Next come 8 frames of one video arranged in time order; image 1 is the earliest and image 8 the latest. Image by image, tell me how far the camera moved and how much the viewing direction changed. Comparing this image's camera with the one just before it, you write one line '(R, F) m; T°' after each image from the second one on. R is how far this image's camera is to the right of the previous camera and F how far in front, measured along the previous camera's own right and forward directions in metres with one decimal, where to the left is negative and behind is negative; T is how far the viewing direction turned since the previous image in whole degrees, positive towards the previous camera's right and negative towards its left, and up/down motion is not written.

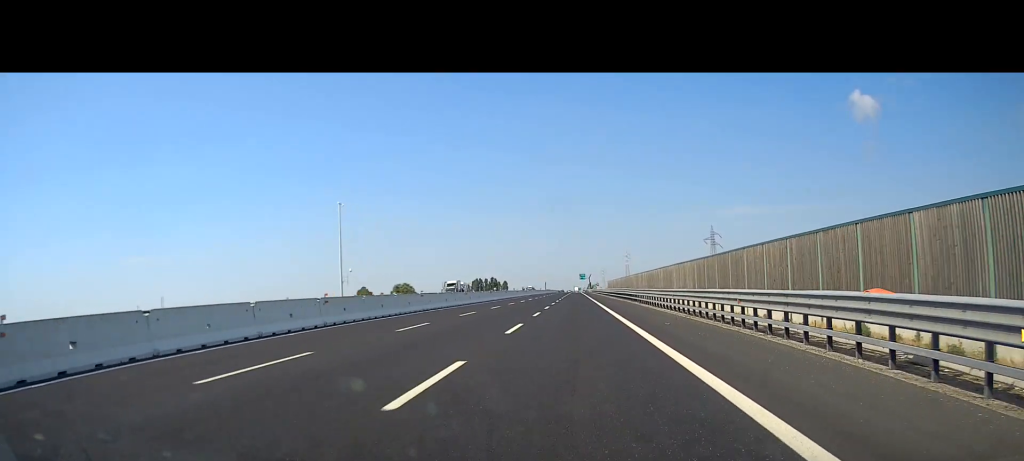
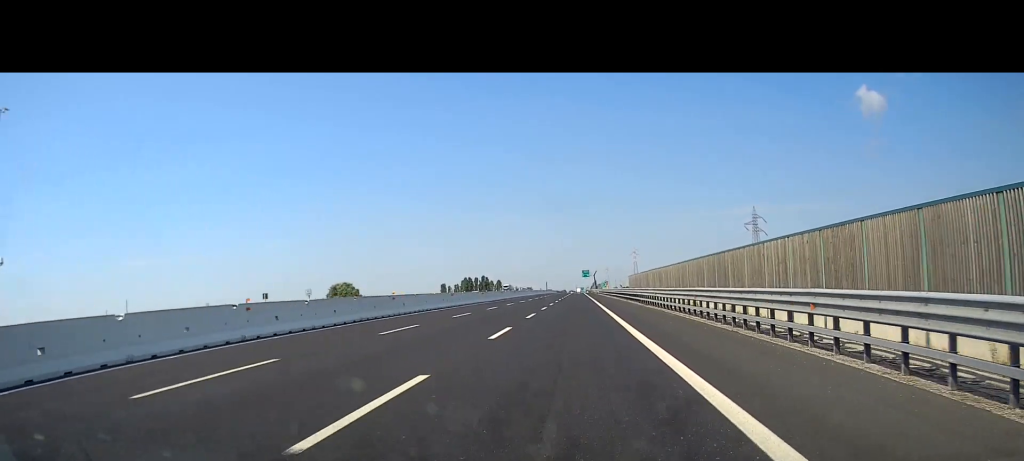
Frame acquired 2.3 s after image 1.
(-0.1, +60.9) m; 0°
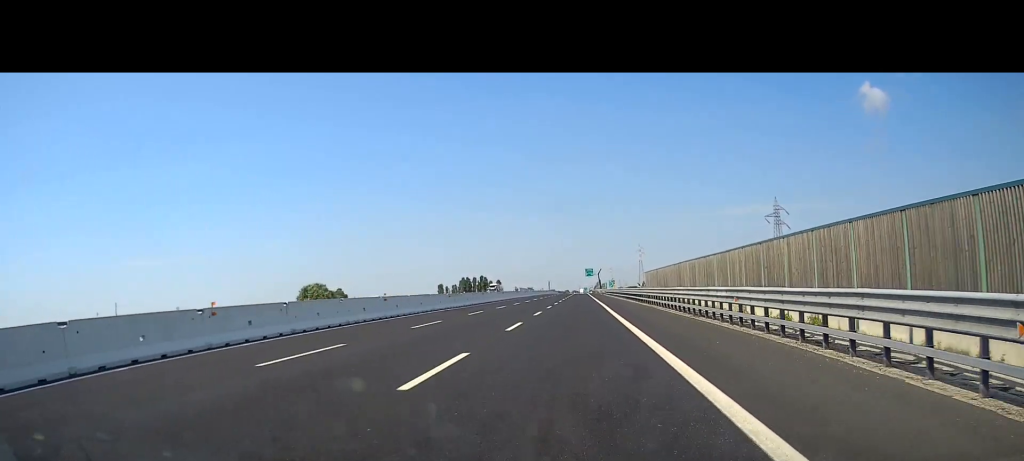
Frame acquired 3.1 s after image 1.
(+0.1, +20.1) m; 0°
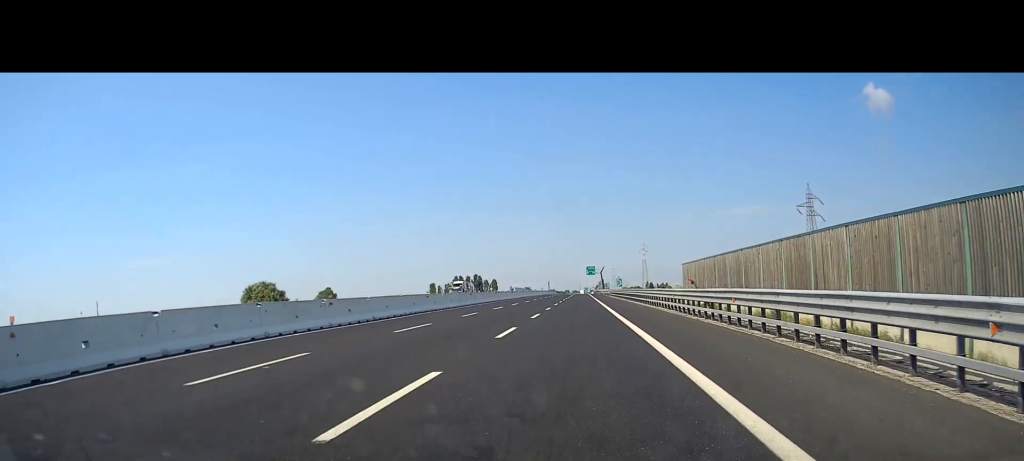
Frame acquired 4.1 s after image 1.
(0.0, +26.1) m; 0°
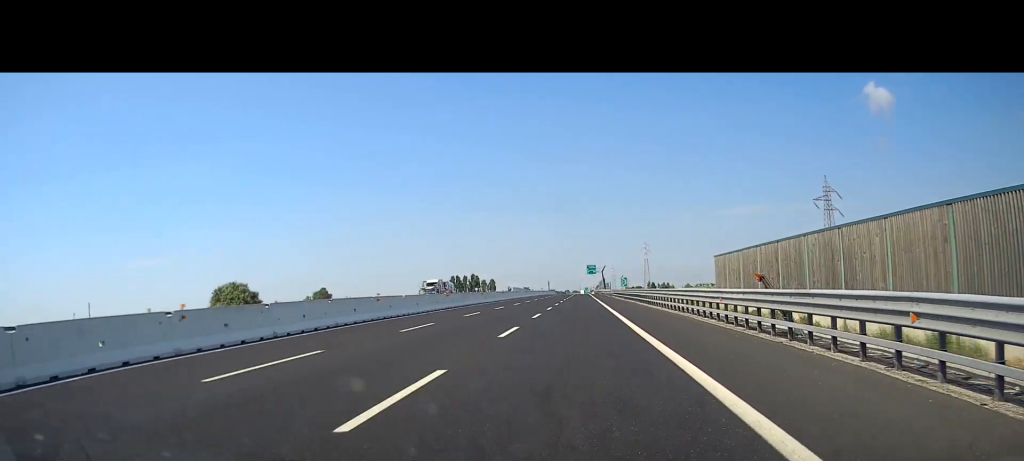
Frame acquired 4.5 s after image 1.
(0.0, +11.3) m; 0°
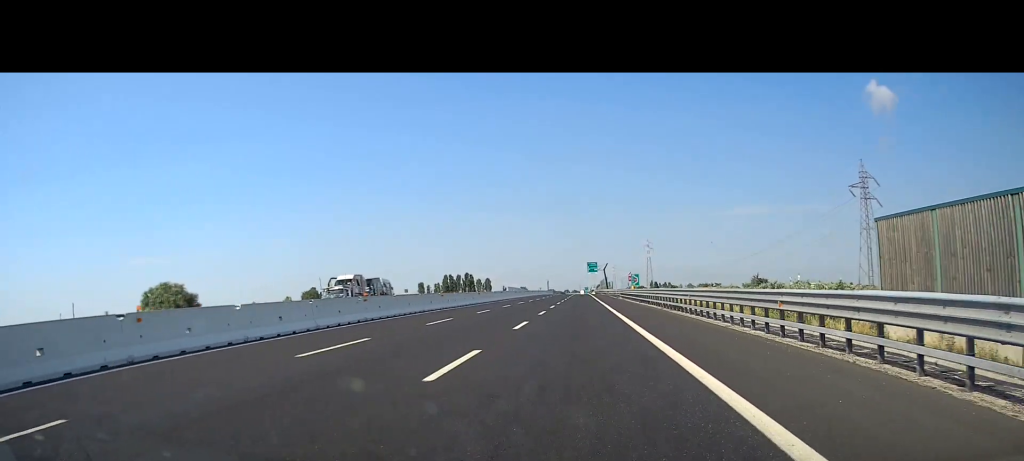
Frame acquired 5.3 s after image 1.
(-0.1, +20.0) m; 0°
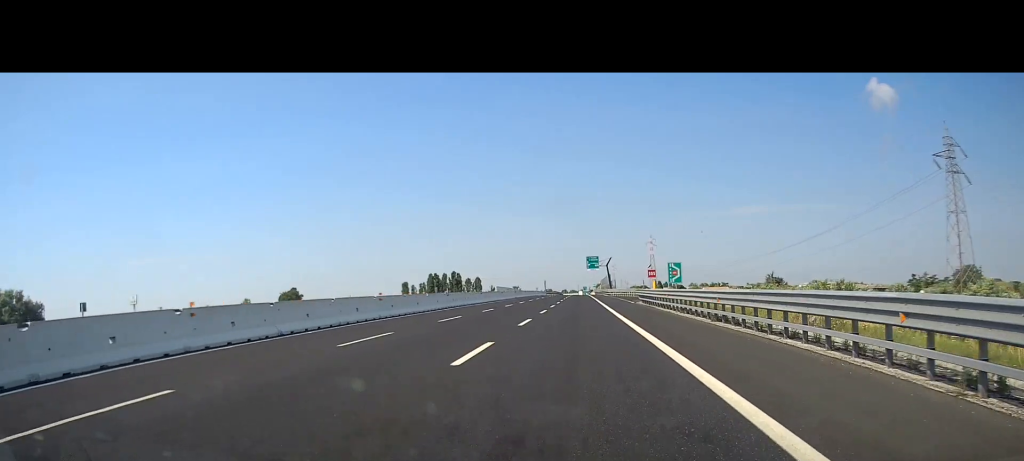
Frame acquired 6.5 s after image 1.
(+0.1, +33.2) m; +1°
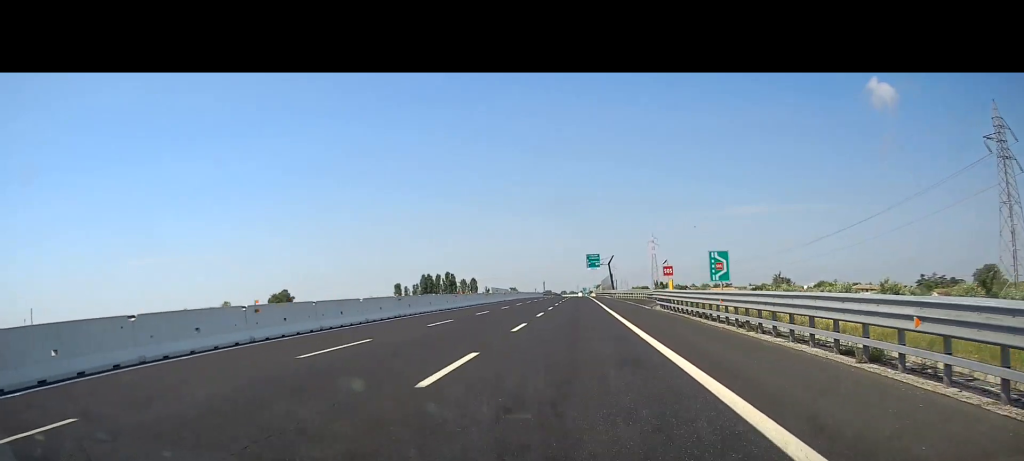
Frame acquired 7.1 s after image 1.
(0.0, +14.0) m; 0°
